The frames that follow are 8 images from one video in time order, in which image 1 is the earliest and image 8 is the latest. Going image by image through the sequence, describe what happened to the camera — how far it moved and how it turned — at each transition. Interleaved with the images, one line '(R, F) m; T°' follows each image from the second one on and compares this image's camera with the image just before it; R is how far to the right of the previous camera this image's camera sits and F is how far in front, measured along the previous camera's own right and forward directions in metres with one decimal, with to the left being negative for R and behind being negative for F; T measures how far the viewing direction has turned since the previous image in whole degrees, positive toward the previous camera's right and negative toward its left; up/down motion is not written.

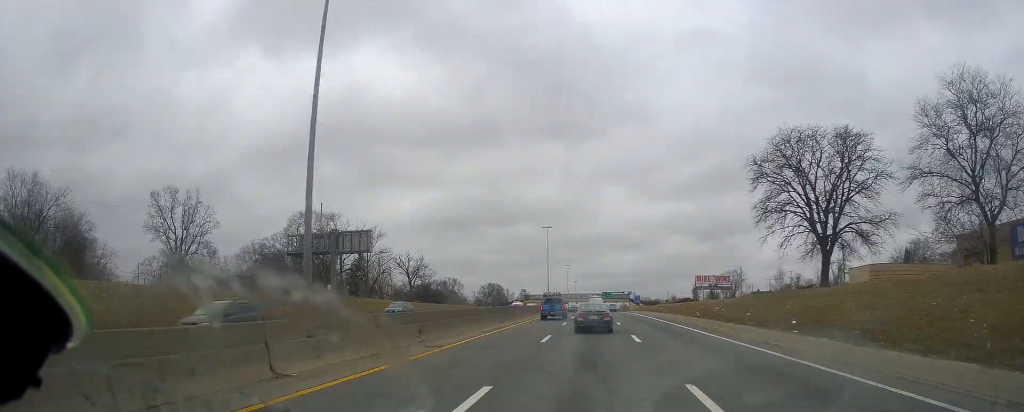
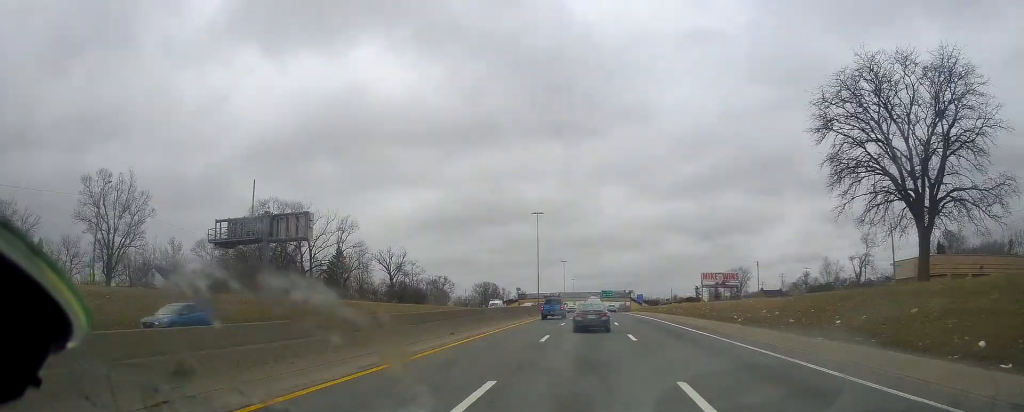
(0.0, +14.6) m; 0°
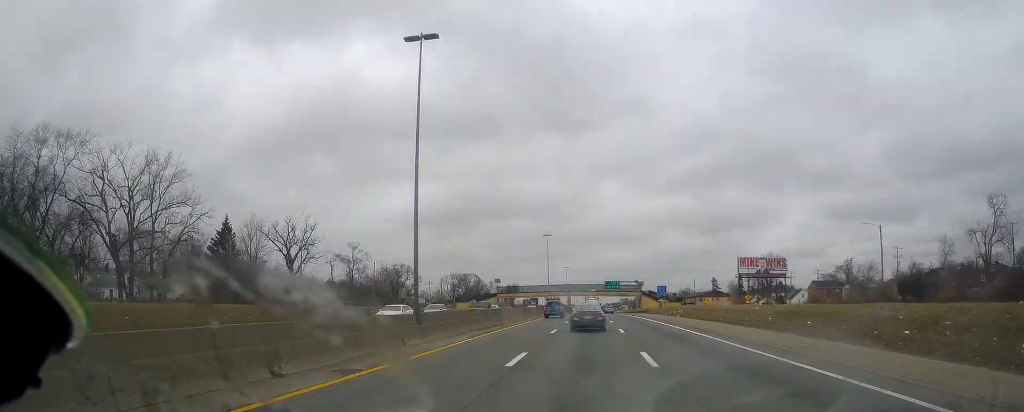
(-0.1, +53.0) m; -2°
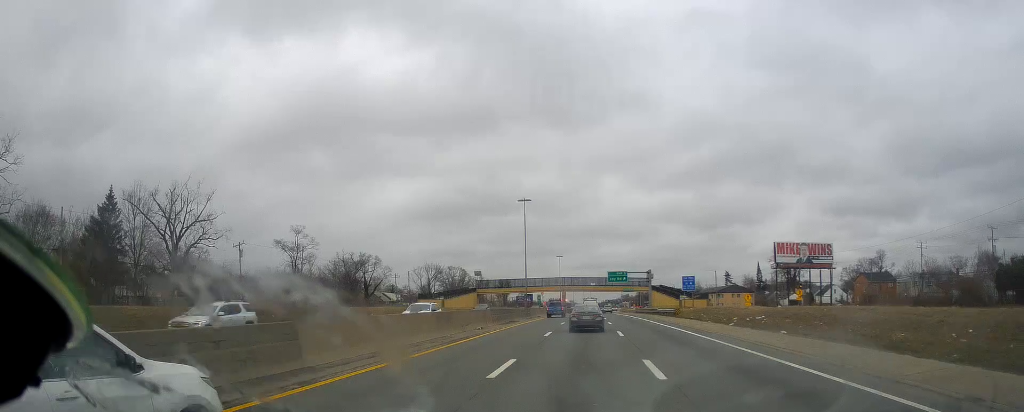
(-0.5, +32.6) m; +1°
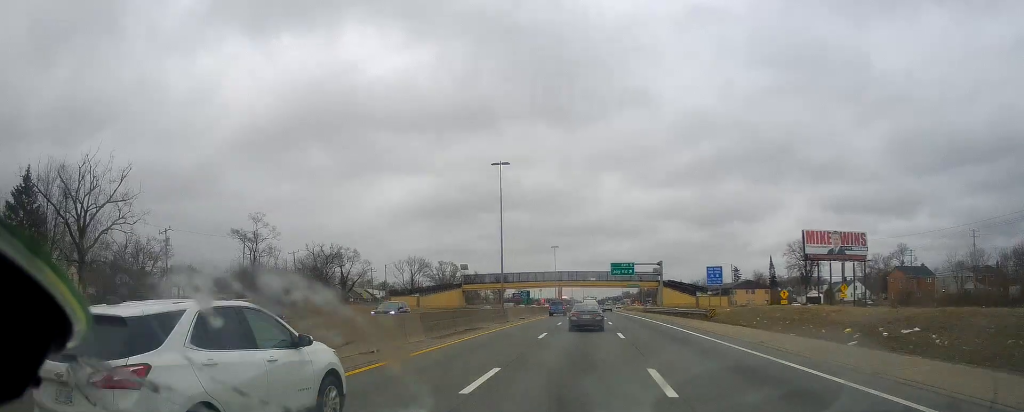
(+0.4, +17.6) m; +1°
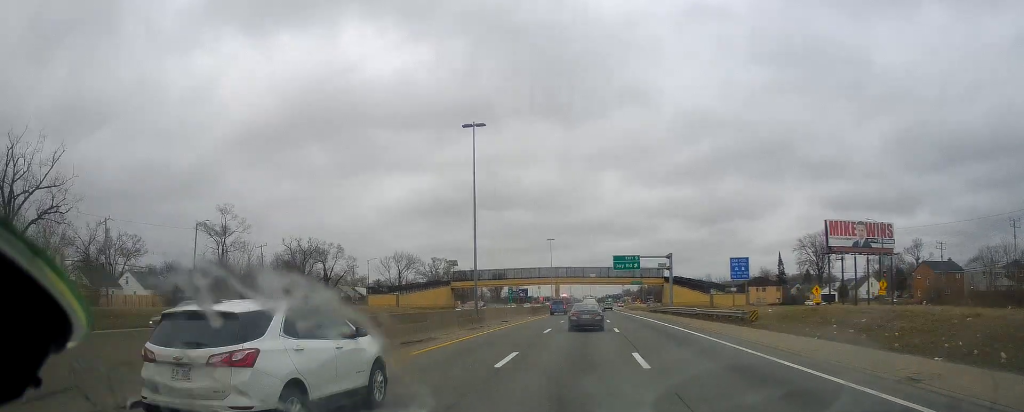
(0.0, +11.2) m; 0°
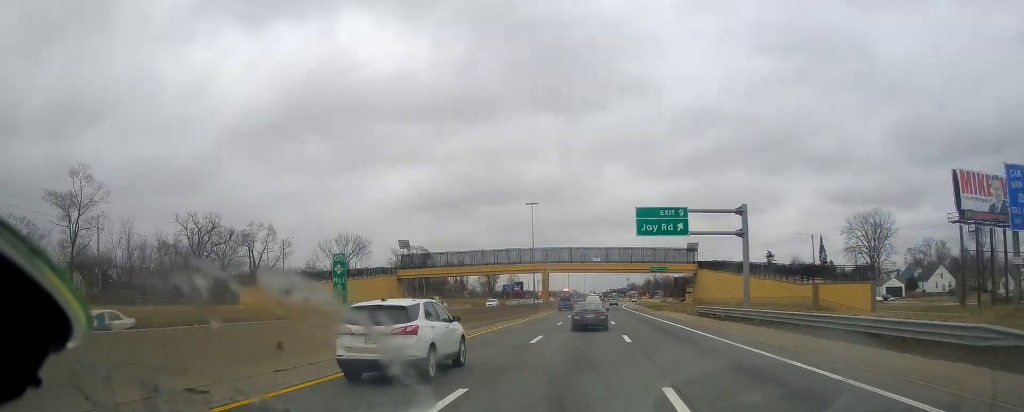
(0.0, +37.7) m; 0°
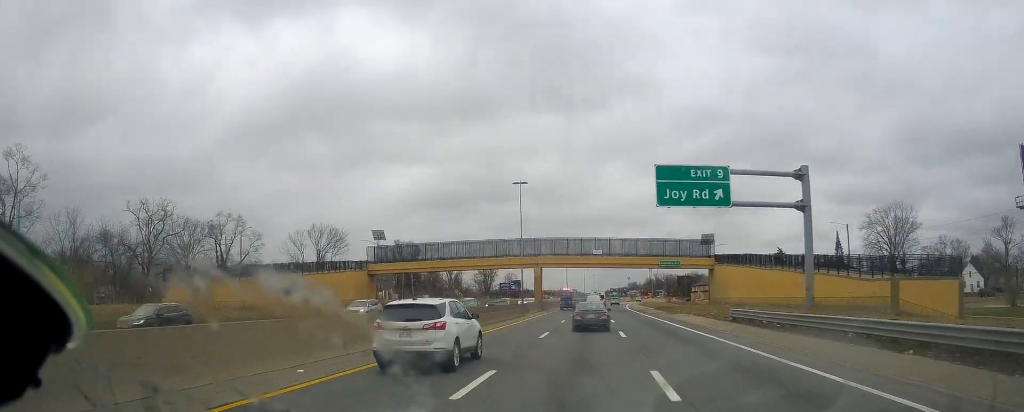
(0.0, +12.3) m; 0°
